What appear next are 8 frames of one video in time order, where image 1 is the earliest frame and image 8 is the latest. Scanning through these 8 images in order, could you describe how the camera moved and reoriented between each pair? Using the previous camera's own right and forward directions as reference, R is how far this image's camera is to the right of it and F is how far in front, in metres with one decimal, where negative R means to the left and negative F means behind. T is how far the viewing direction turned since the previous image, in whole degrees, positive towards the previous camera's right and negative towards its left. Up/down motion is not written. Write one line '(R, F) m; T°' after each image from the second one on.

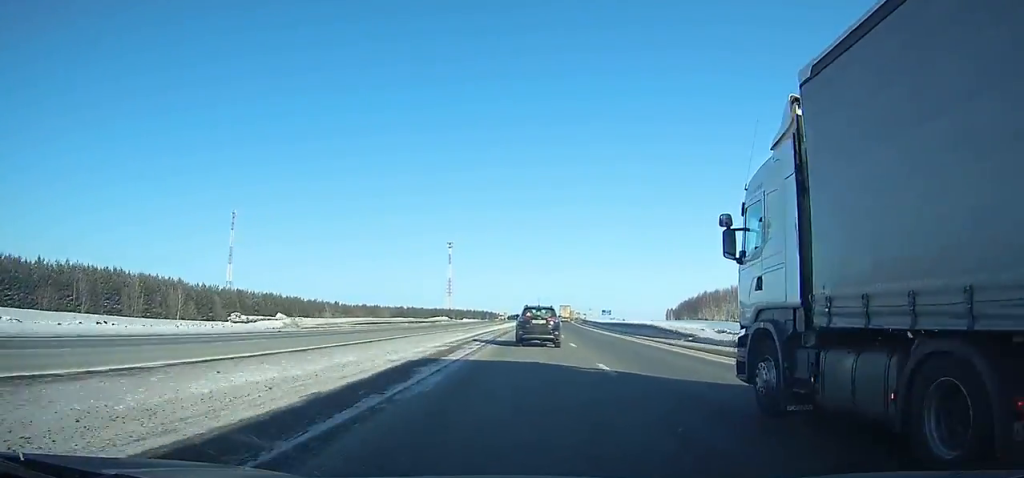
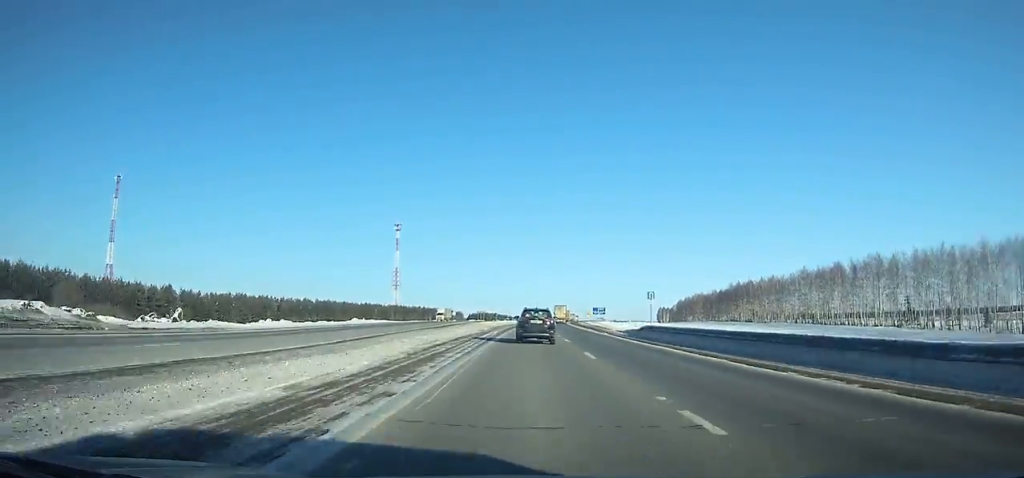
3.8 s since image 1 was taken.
(+2.4, +104.3) m; +3°
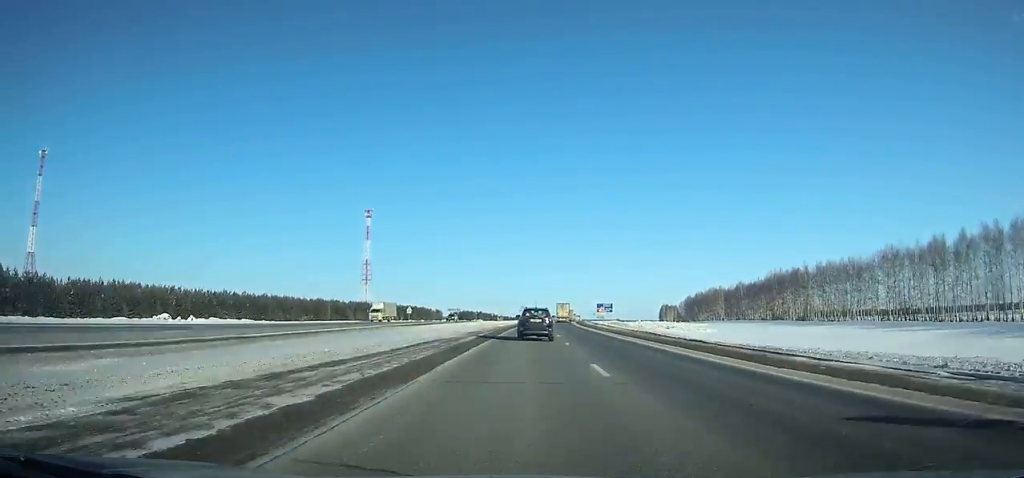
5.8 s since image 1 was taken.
(+0.7, +54.0) m; +1°
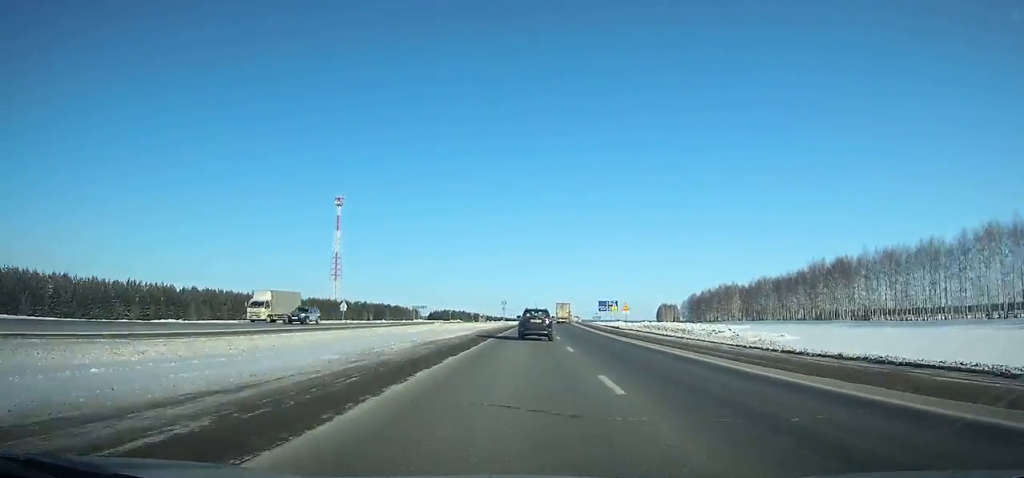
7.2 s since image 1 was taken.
(0.0, +37.8) m; +1°
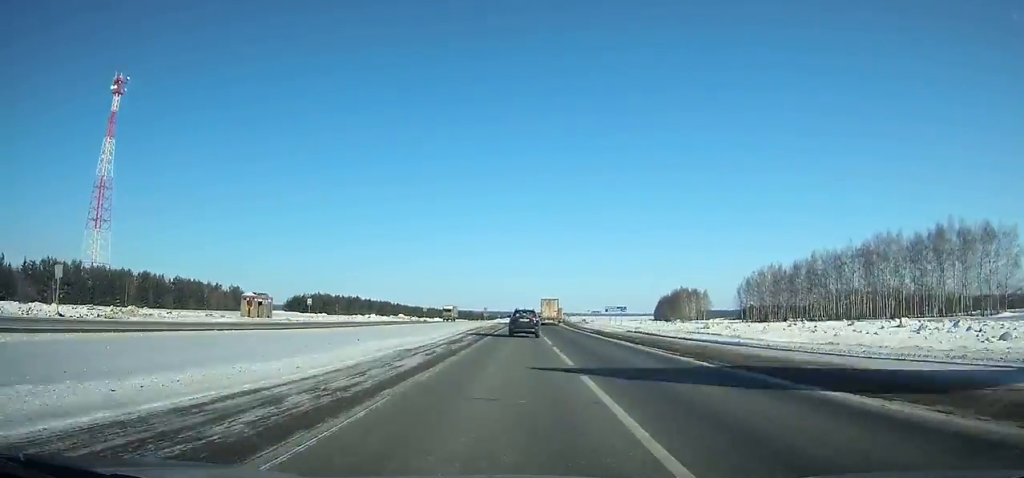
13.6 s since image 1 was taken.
(+8.4, +173.1) m; +5°
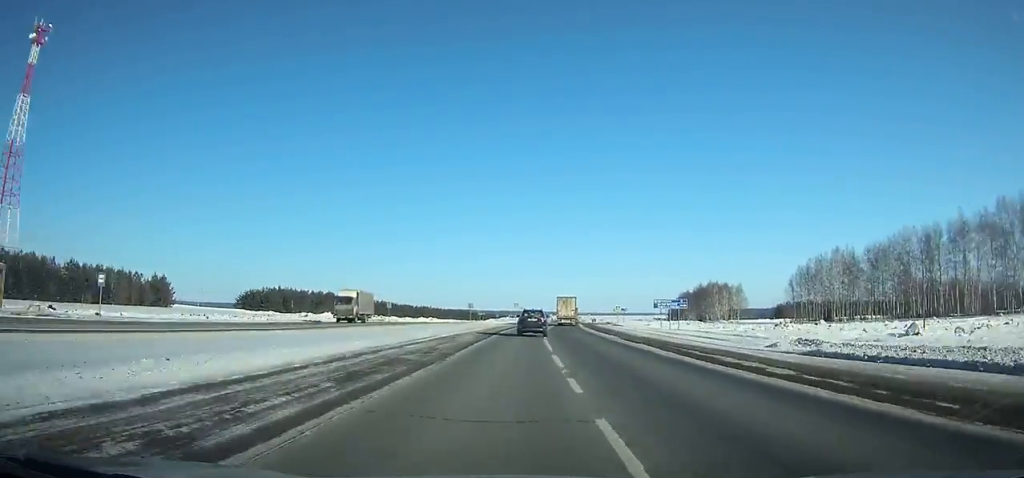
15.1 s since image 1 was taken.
(+0.3, +41.0) m; +1°
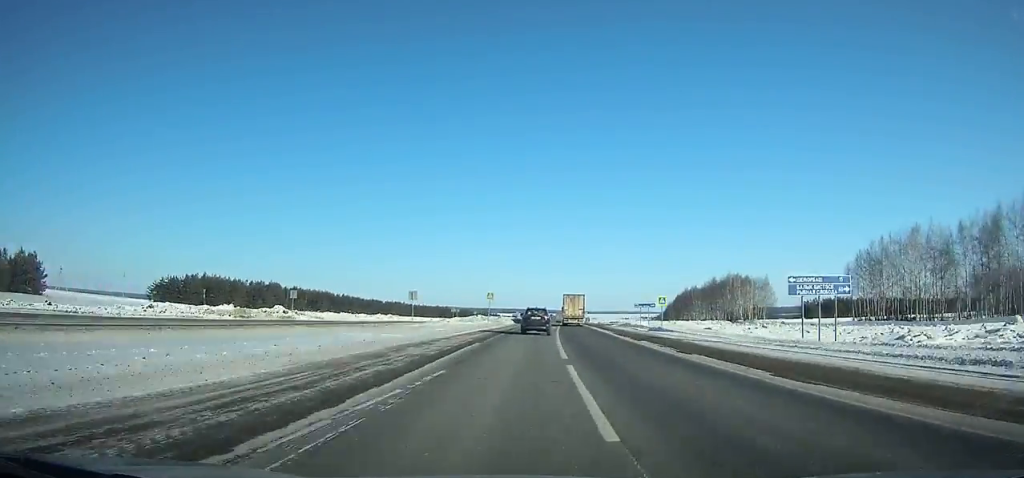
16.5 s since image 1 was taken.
(+0.1, +38.4) m; +1°
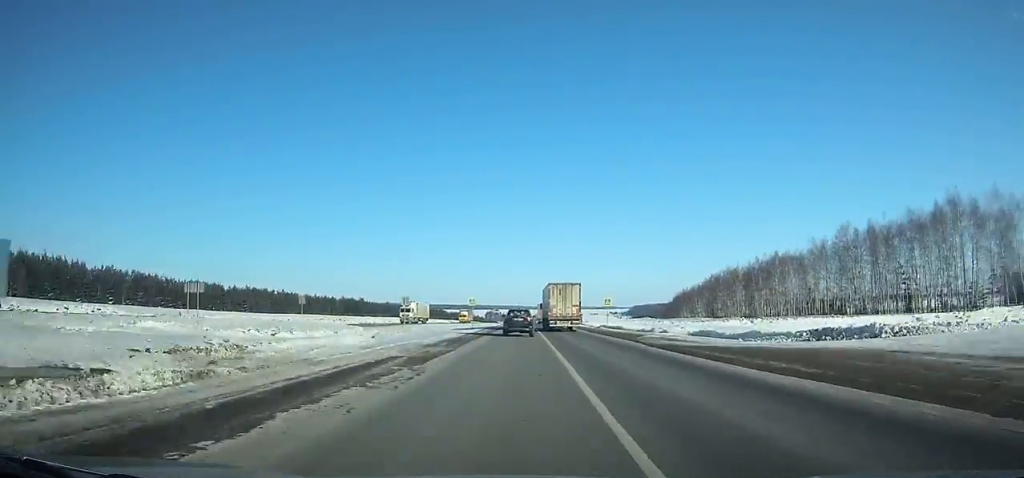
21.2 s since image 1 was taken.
(+4.0, +129.6) m; +3°
